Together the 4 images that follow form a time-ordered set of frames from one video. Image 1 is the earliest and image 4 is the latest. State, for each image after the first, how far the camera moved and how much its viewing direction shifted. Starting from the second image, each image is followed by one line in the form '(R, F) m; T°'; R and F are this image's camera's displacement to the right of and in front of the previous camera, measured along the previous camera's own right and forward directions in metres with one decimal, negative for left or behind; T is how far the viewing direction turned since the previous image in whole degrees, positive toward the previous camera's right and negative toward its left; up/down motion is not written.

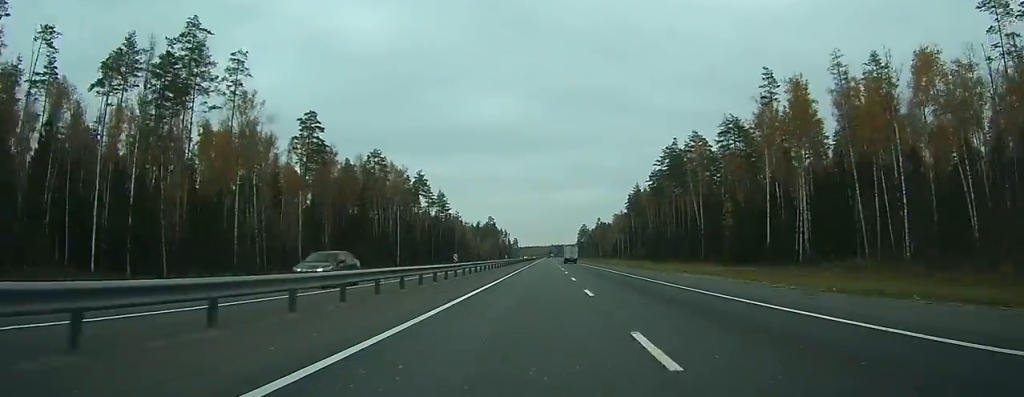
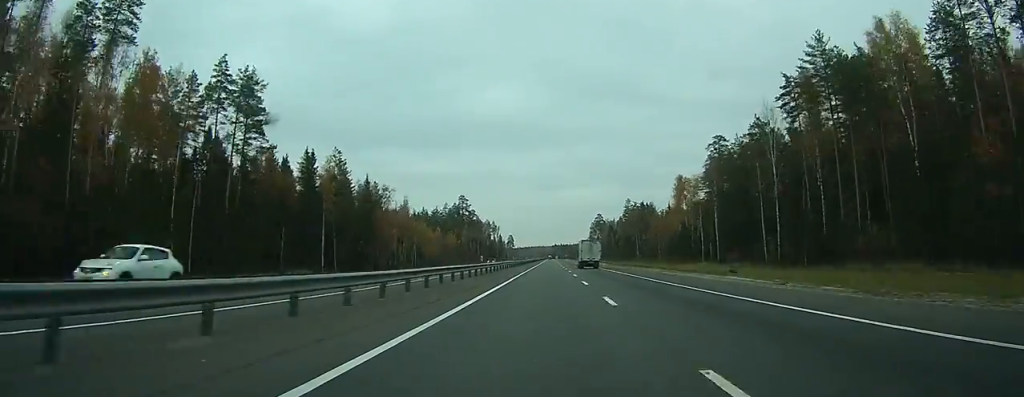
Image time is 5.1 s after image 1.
(+0.2, +138.3) m; 0°
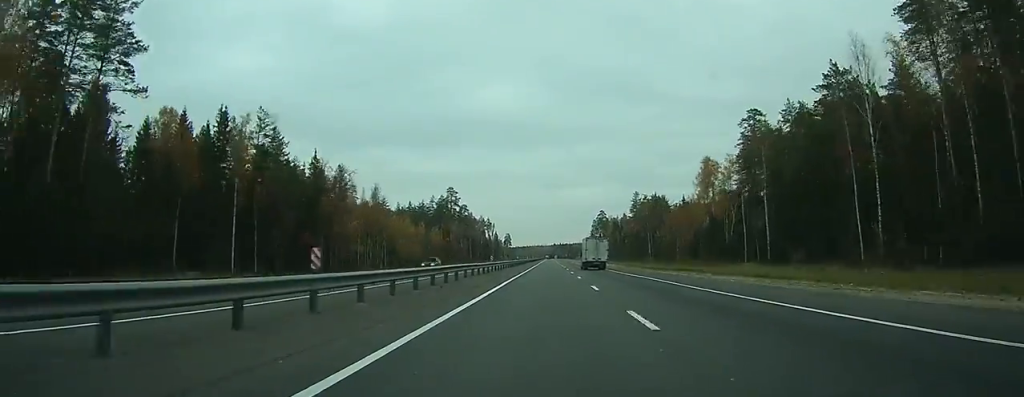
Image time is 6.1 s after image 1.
(-0.1, +28.3) m; 0°
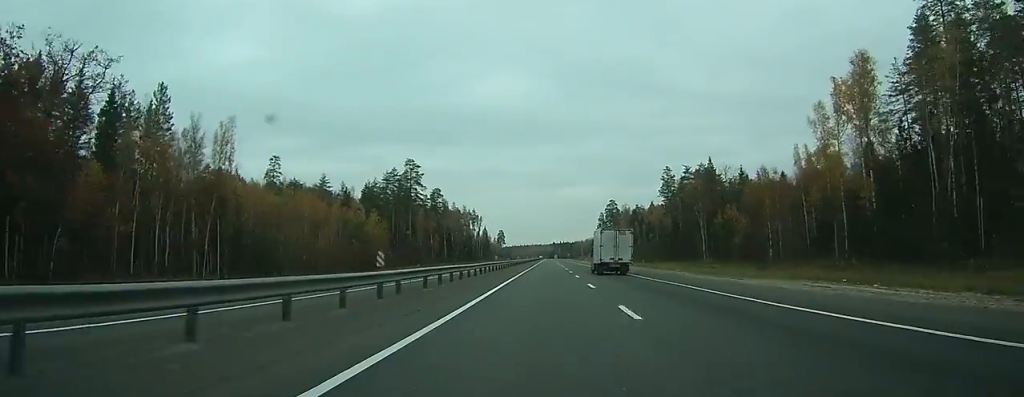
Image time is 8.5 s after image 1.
(+0.3, +67.6) m; 0°
